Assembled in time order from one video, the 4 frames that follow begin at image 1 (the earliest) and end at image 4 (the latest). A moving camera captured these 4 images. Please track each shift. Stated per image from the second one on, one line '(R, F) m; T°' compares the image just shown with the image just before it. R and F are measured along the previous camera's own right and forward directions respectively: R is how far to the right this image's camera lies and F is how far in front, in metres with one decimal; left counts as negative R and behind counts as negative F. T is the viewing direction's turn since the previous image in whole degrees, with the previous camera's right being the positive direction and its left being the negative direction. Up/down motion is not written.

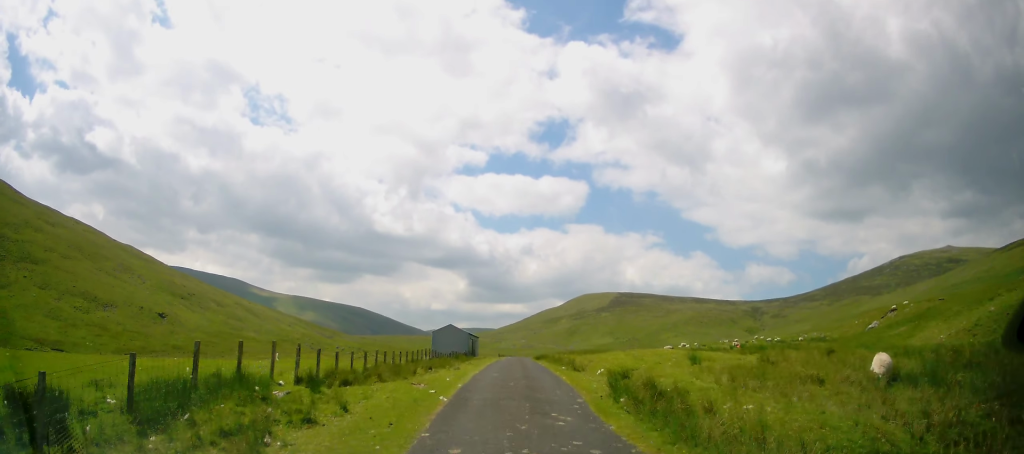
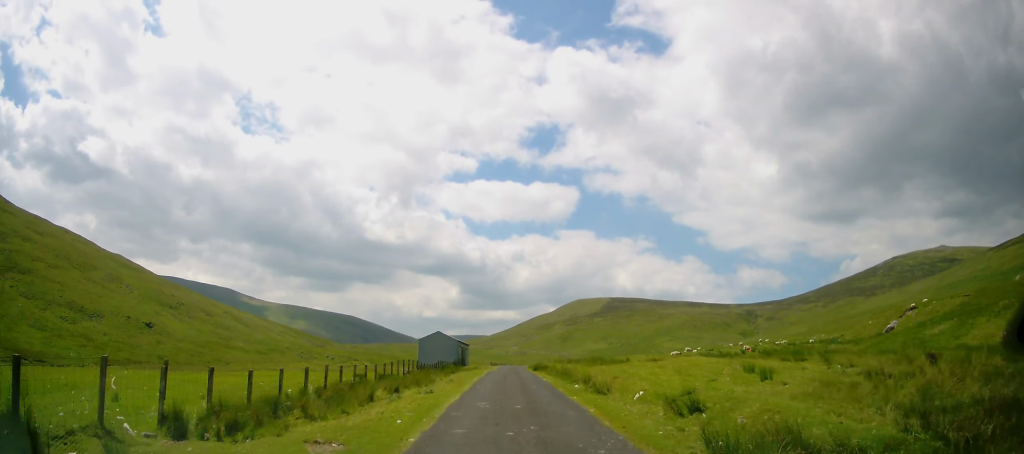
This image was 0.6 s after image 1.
(0.0, +5.8) m; 0°
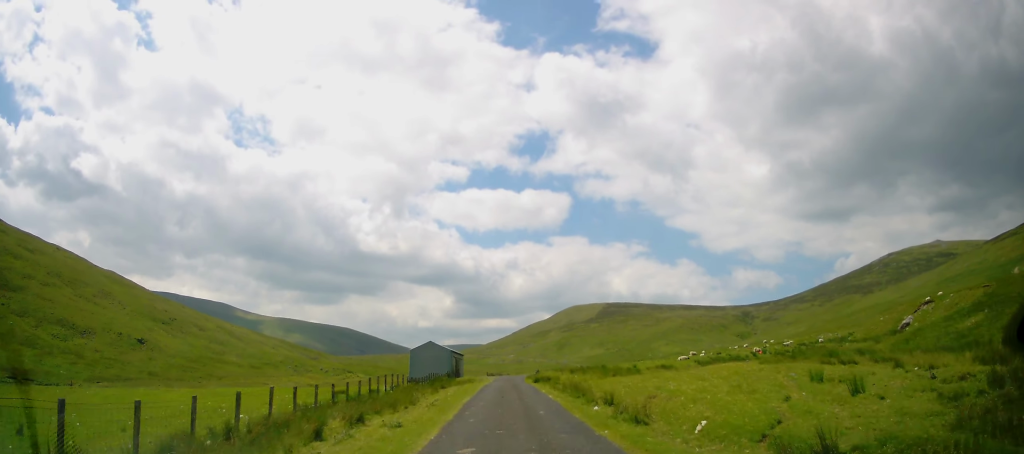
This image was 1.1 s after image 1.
(0.0, +4.0) m; 0°
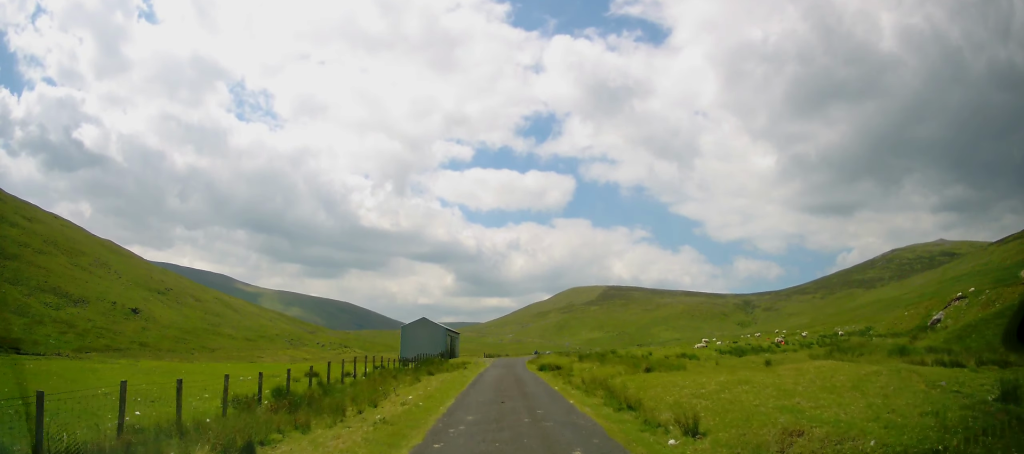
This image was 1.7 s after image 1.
(0.0, +5.9) m; 0°
